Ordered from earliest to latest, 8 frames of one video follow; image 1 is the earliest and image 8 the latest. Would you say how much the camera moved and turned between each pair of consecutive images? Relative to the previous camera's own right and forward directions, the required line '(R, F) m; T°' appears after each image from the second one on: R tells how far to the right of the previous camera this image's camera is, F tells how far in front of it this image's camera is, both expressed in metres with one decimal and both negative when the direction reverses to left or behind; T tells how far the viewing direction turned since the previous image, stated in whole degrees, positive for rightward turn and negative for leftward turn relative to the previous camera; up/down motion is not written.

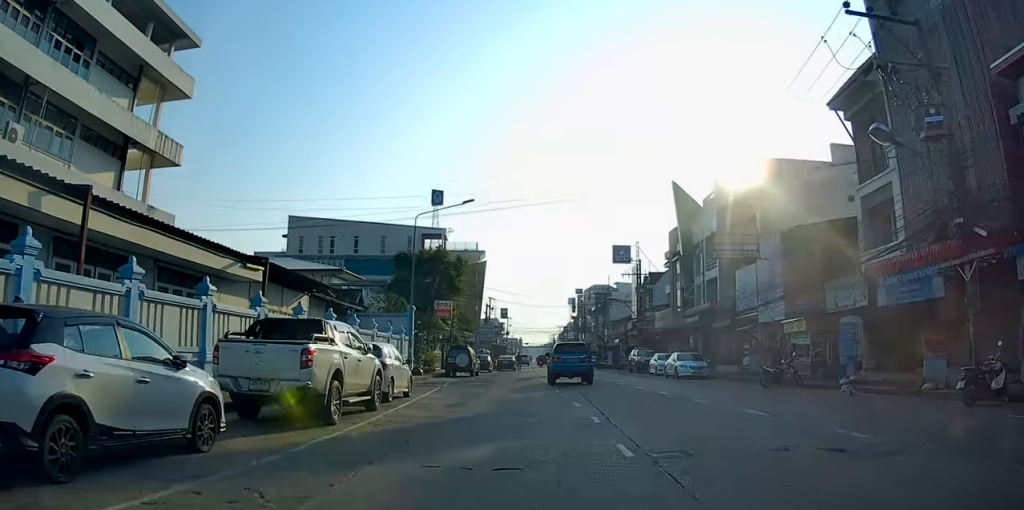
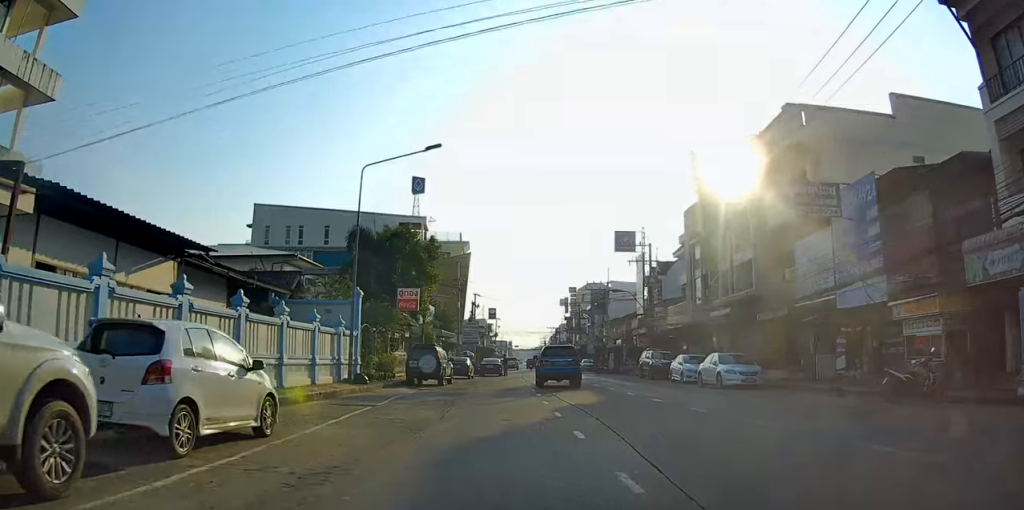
(+0.1, +9.9) m; +1°
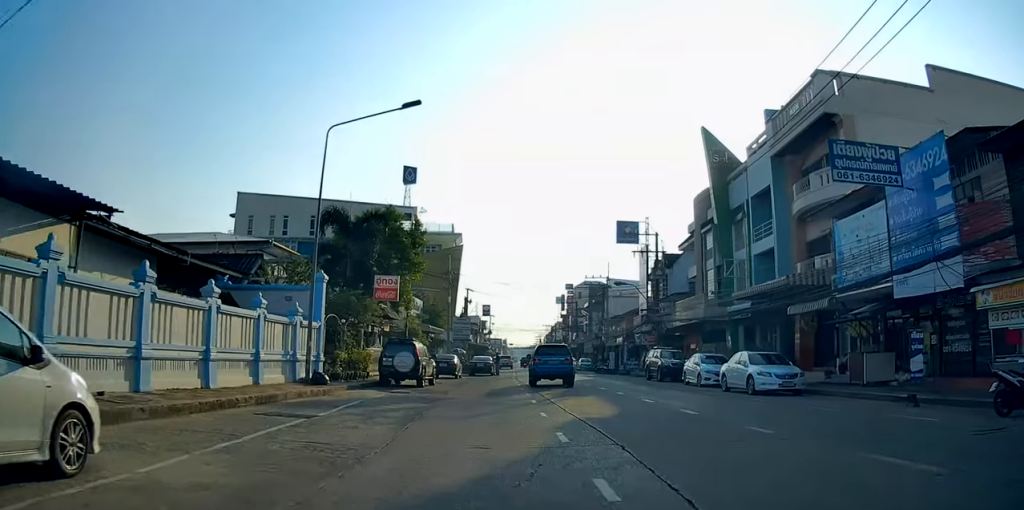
(+0.1, +4.3) m; 0°
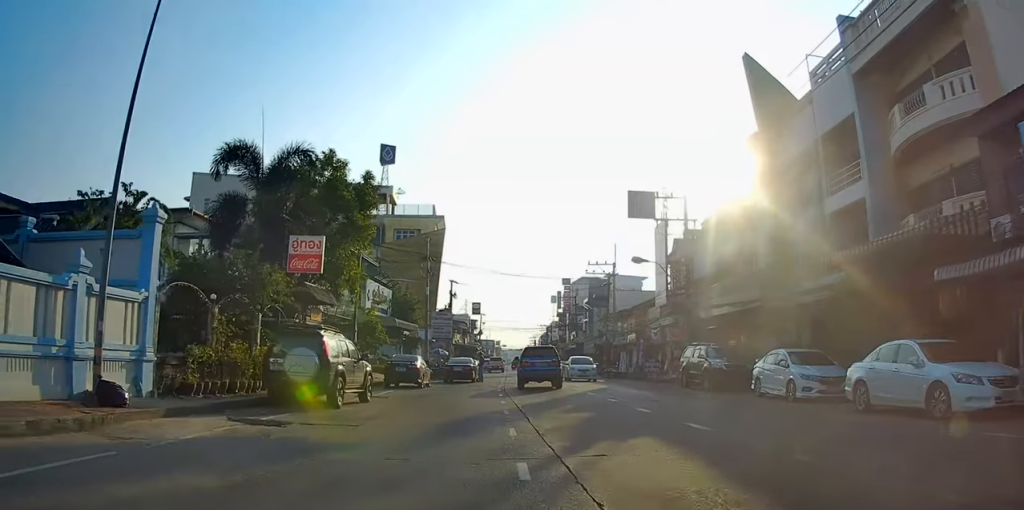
(0.0, +10.7) m; +3°
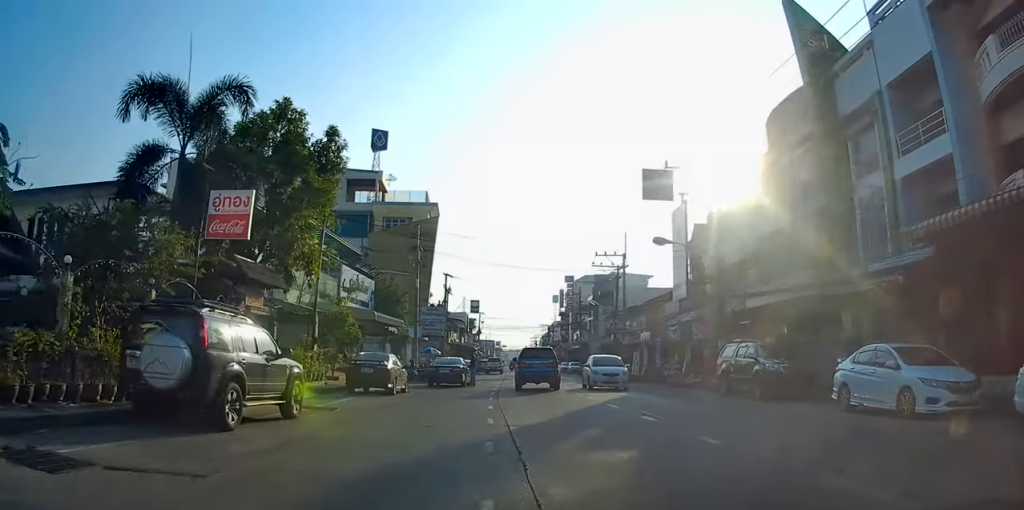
(+0.3, +5.9) m; +3°
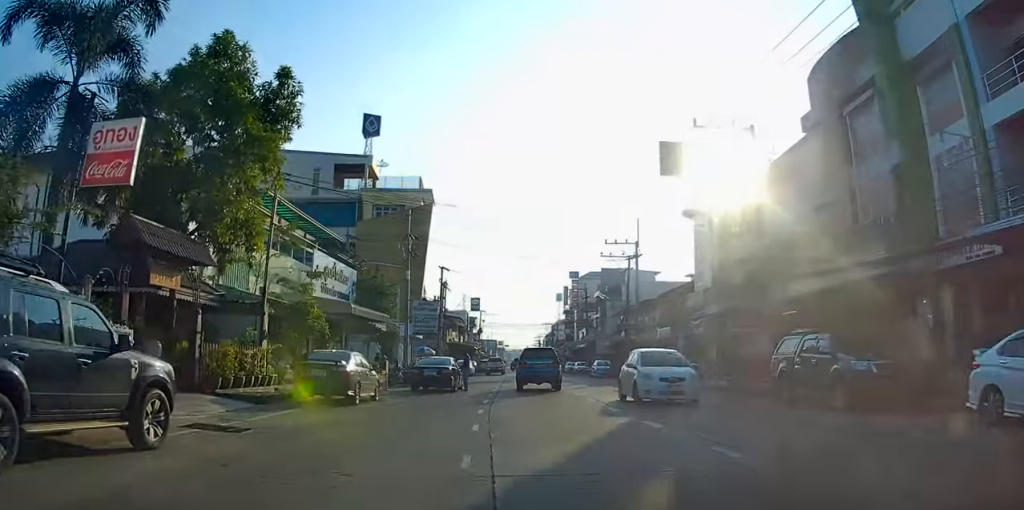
(+0.1, +5.1) m; 0°
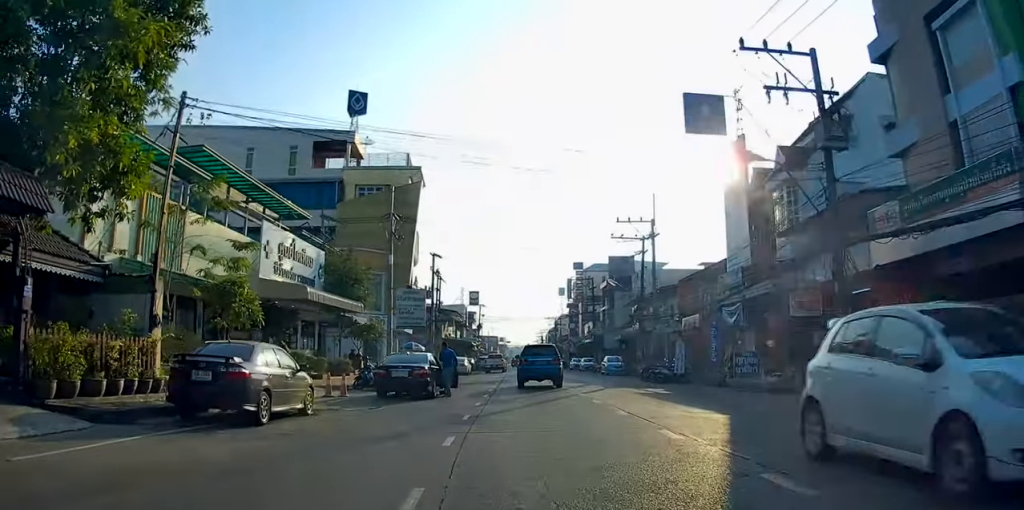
(0.0, +6.4) m; -1°
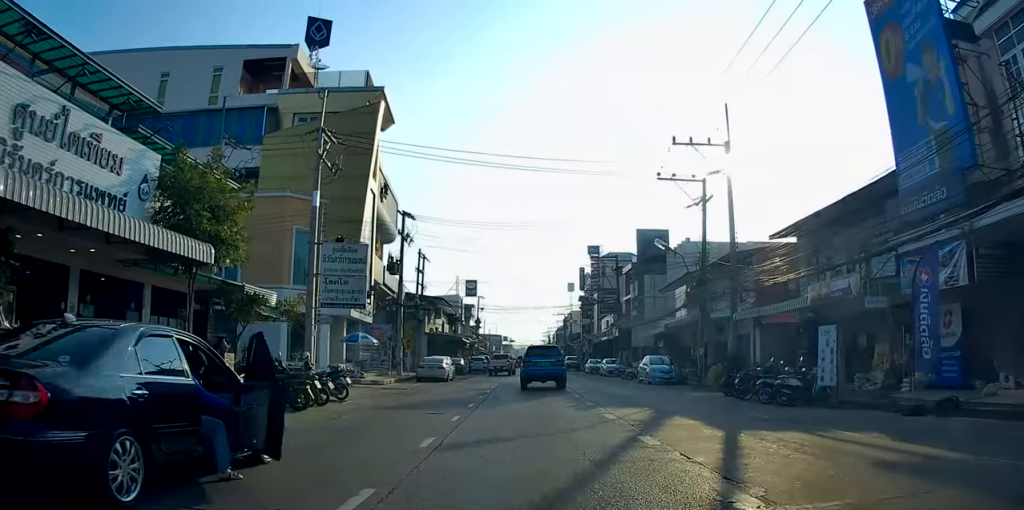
(-0.8, +16.7) m; -5°
